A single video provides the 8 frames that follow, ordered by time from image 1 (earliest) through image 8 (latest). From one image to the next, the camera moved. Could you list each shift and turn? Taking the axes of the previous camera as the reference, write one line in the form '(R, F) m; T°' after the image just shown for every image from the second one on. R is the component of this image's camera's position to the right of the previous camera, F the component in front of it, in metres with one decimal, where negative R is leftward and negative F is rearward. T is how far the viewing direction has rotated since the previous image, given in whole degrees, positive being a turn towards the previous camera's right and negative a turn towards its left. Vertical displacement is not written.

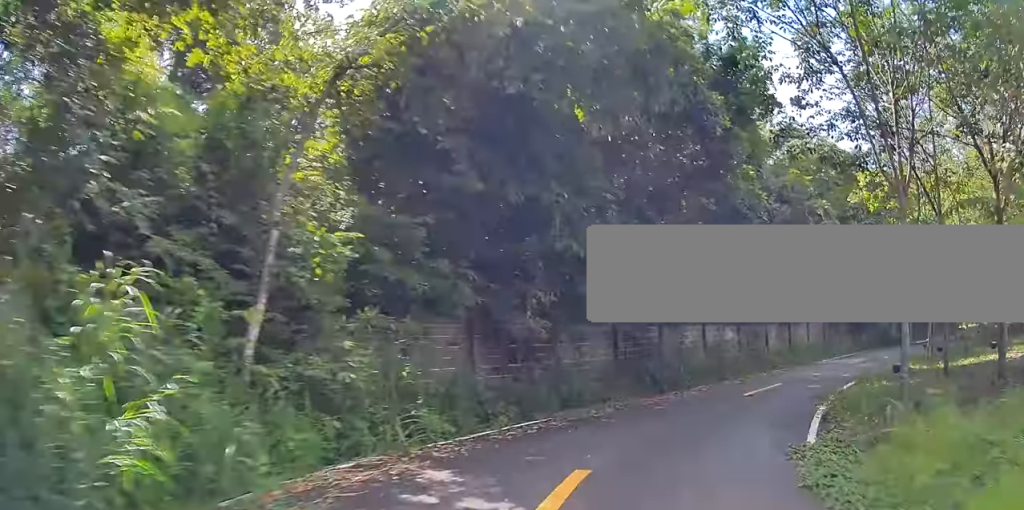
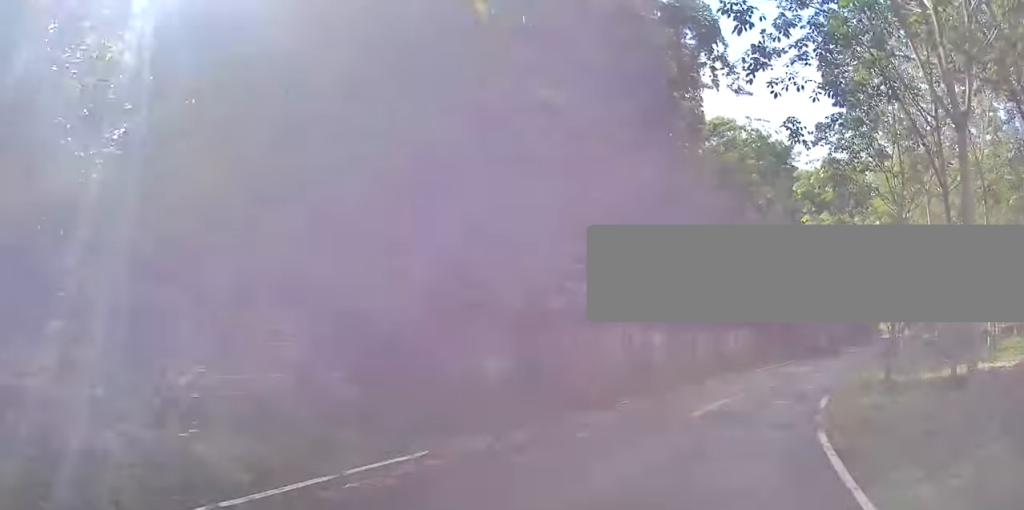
(+0.2, +3.7) m; +9°
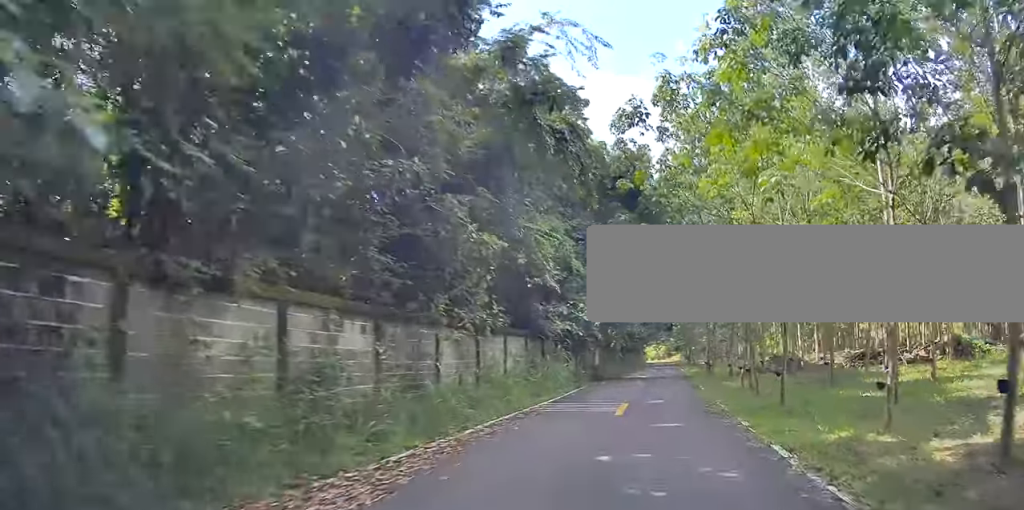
(+2.6, +8.4) m; +29°
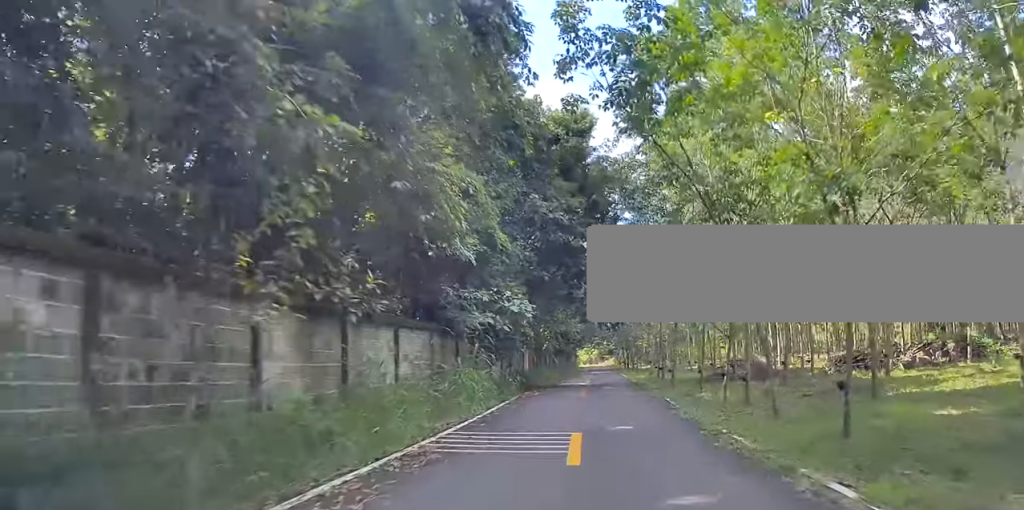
(+0.4, +4.9) m; +6°
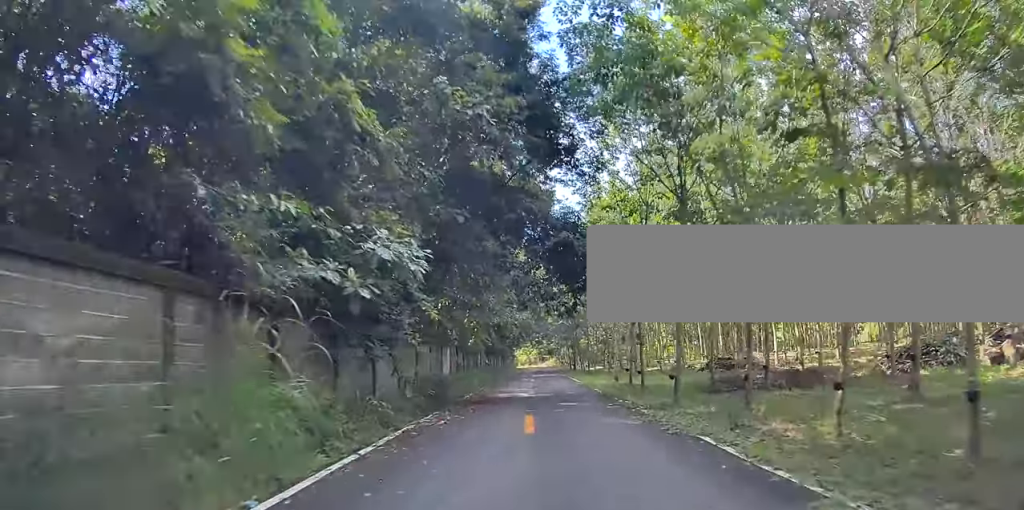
(+0.3, +7.7) m; +3°
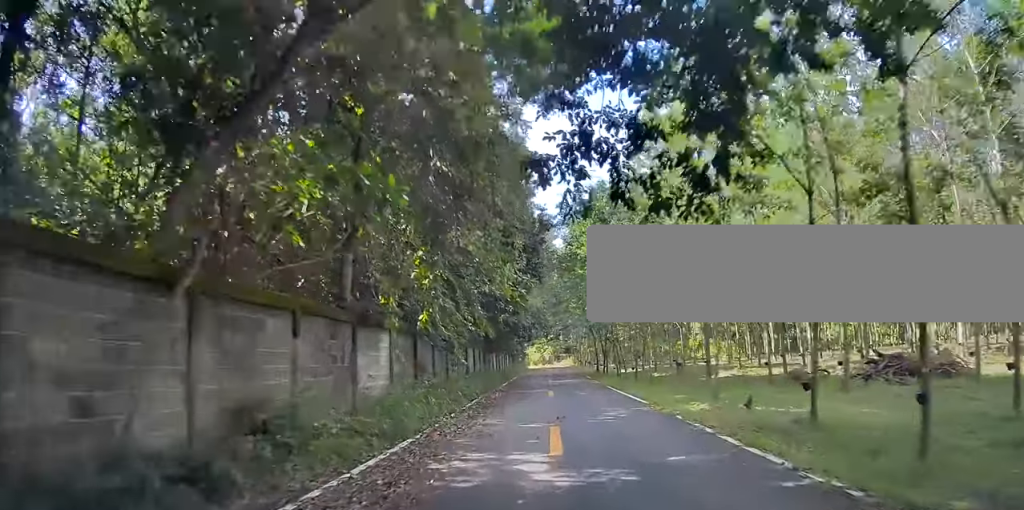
(+0.2, +11.4) m; +2°
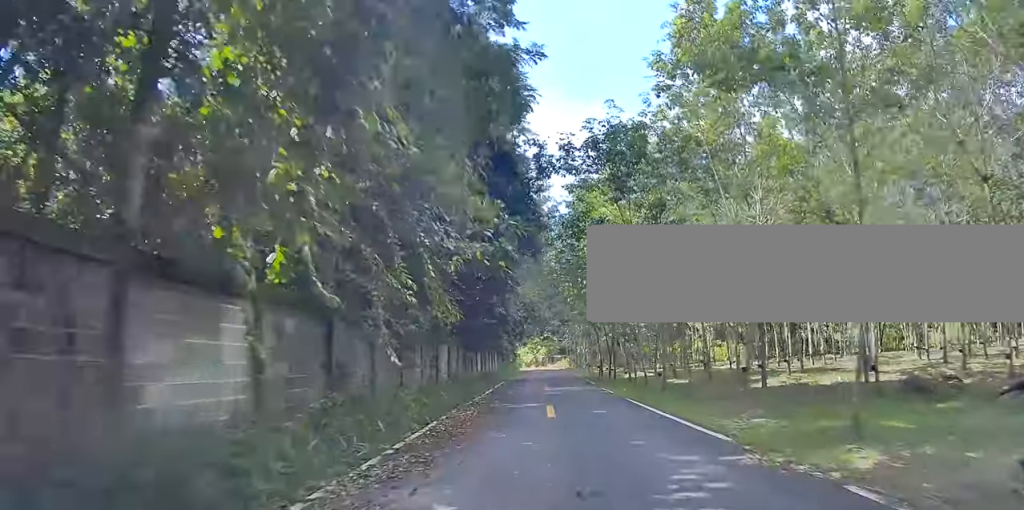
(0.0, +6.1) m; -2°
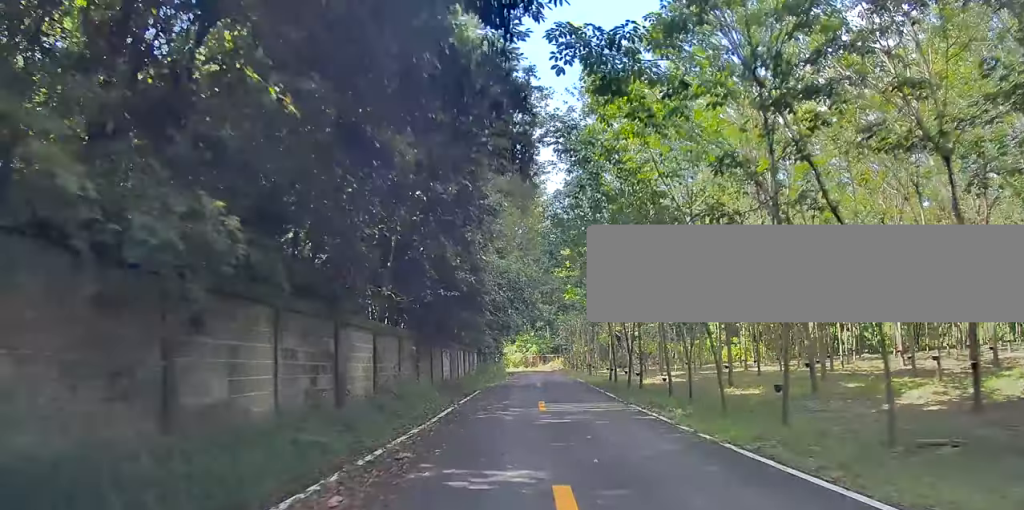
(-0.6, +8.8) m; -7°
